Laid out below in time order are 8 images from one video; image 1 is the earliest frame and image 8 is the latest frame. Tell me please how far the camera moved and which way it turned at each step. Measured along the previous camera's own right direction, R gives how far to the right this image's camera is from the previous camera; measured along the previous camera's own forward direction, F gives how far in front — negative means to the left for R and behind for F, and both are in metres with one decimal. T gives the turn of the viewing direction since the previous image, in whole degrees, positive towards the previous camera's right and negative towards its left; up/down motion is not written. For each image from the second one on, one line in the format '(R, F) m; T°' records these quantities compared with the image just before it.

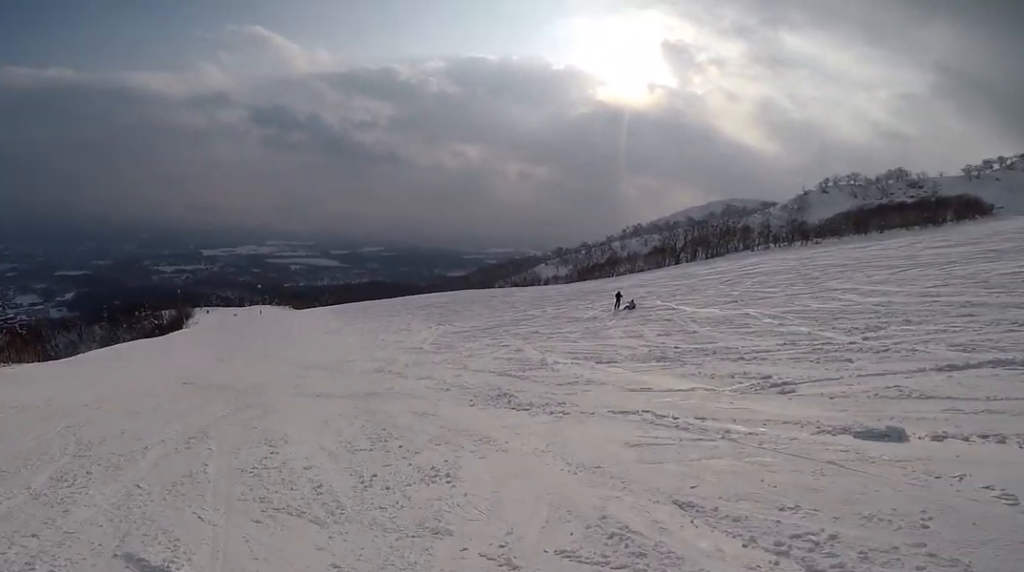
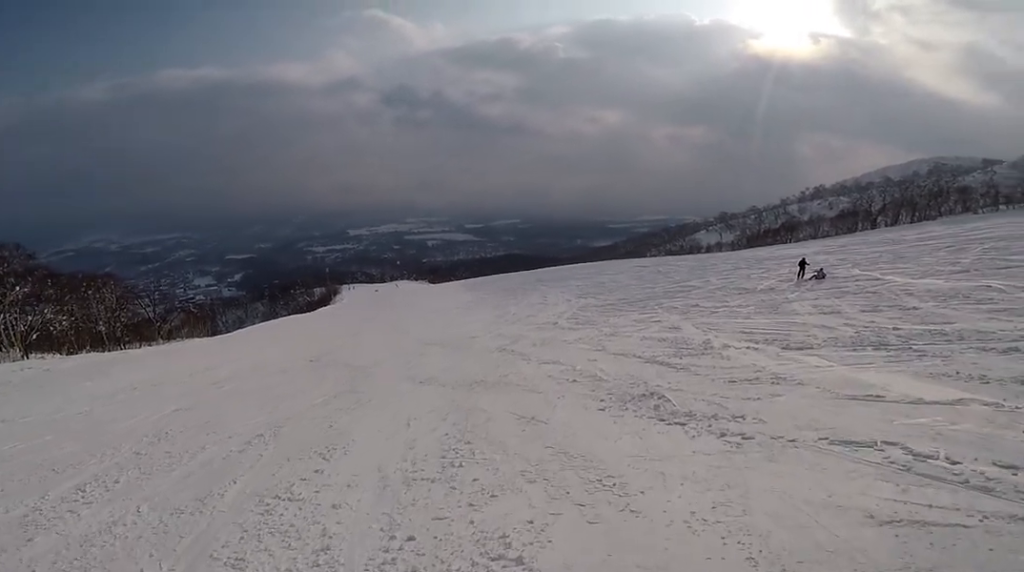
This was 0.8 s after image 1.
(-0.7, +3.2) m; -21°
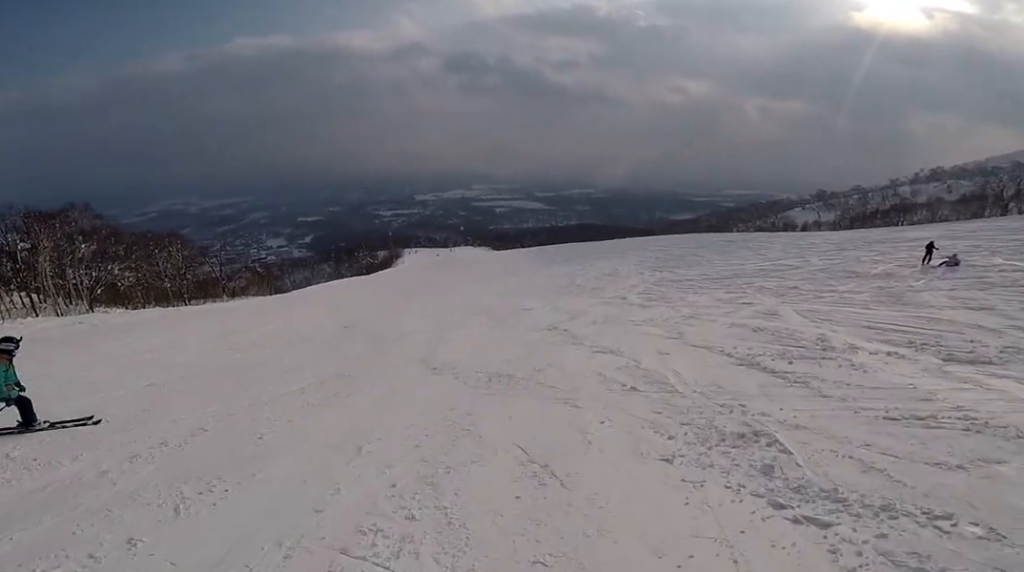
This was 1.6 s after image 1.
(-0.7, +3.6) m; -14°
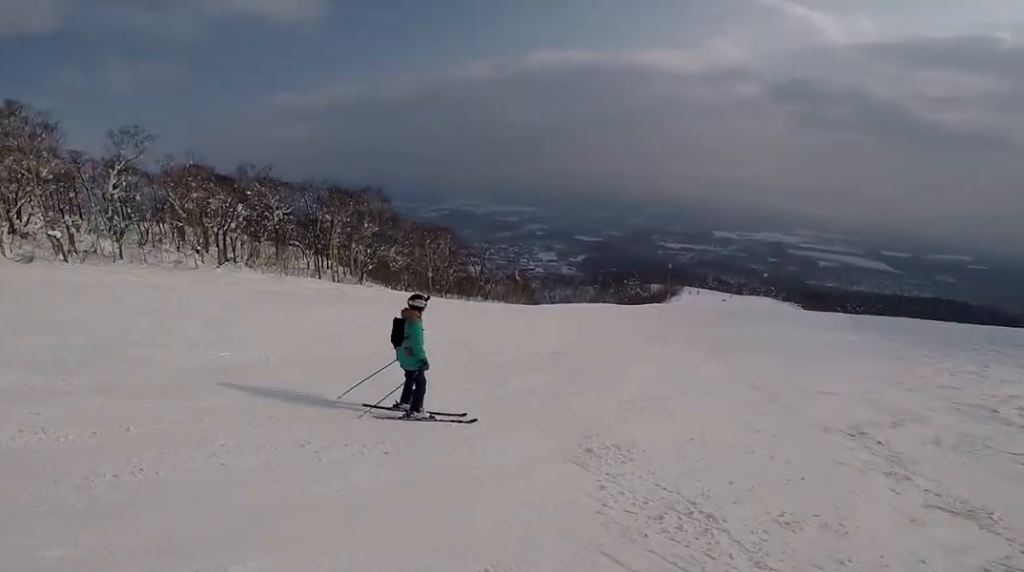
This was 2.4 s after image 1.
(-0.4, +4.3) m; -3°
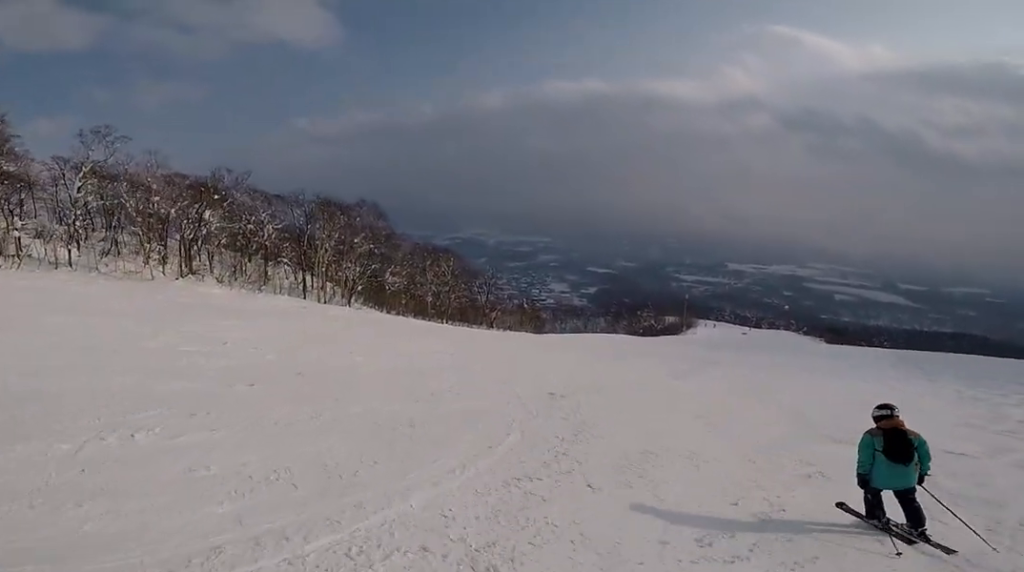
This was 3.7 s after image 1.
(+0.6, +6.8) m; +12°
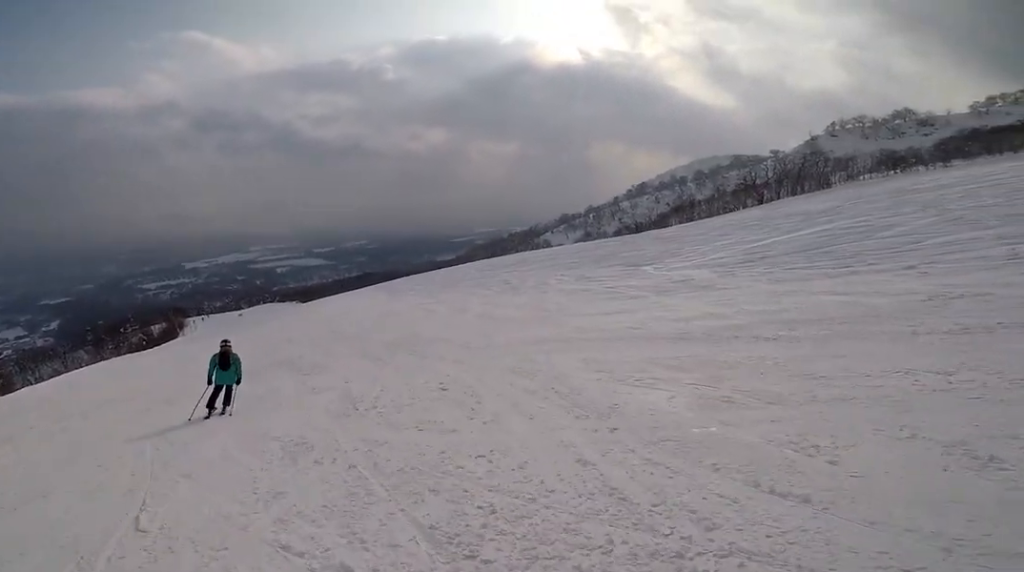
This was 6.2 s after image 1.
(+5.1, +14.6) m; +27°
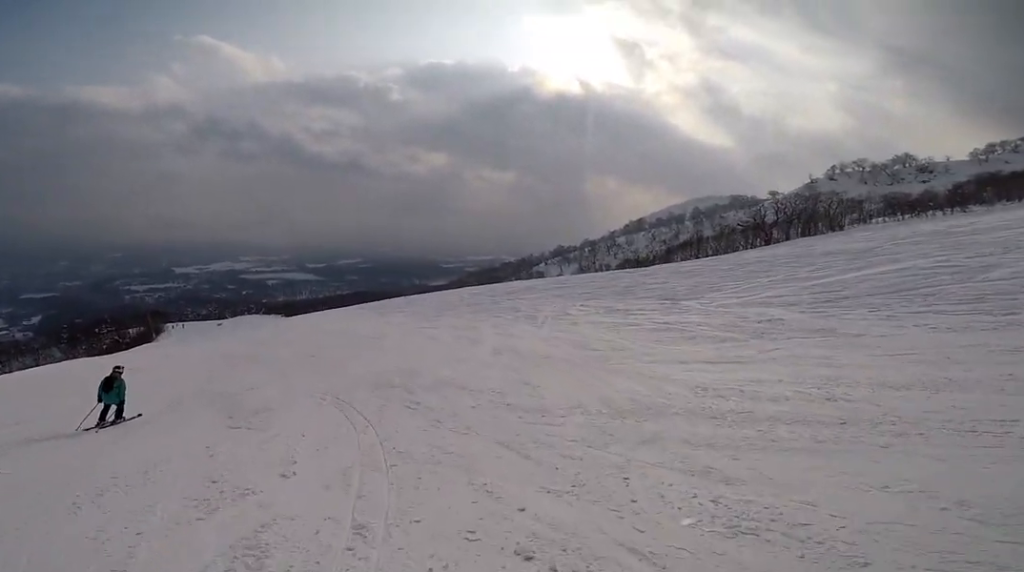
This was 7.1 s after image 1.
(-1.0, +6.2) m; -16°
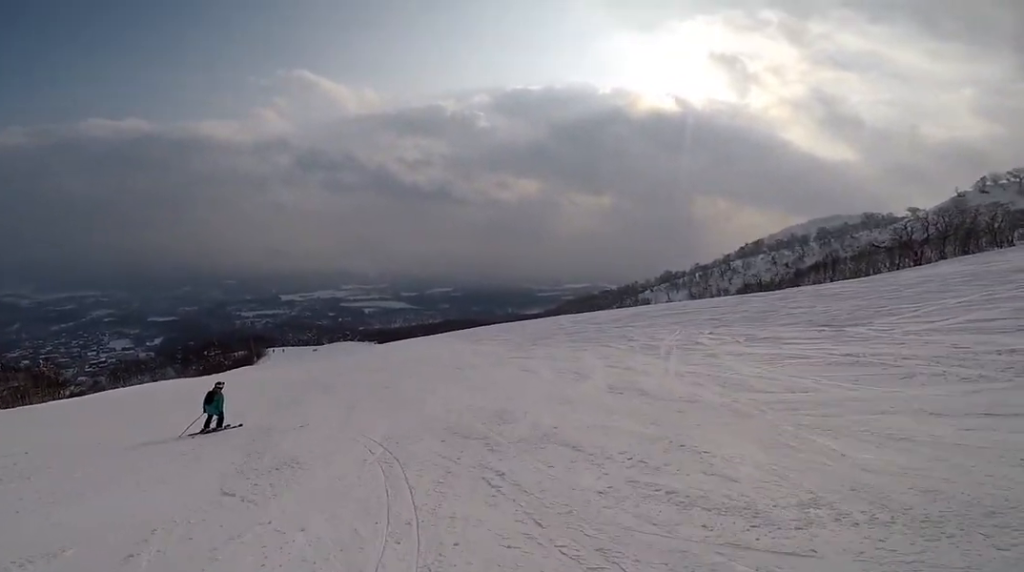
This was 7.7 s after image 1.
(-0.5, +3.7) m; -6°
